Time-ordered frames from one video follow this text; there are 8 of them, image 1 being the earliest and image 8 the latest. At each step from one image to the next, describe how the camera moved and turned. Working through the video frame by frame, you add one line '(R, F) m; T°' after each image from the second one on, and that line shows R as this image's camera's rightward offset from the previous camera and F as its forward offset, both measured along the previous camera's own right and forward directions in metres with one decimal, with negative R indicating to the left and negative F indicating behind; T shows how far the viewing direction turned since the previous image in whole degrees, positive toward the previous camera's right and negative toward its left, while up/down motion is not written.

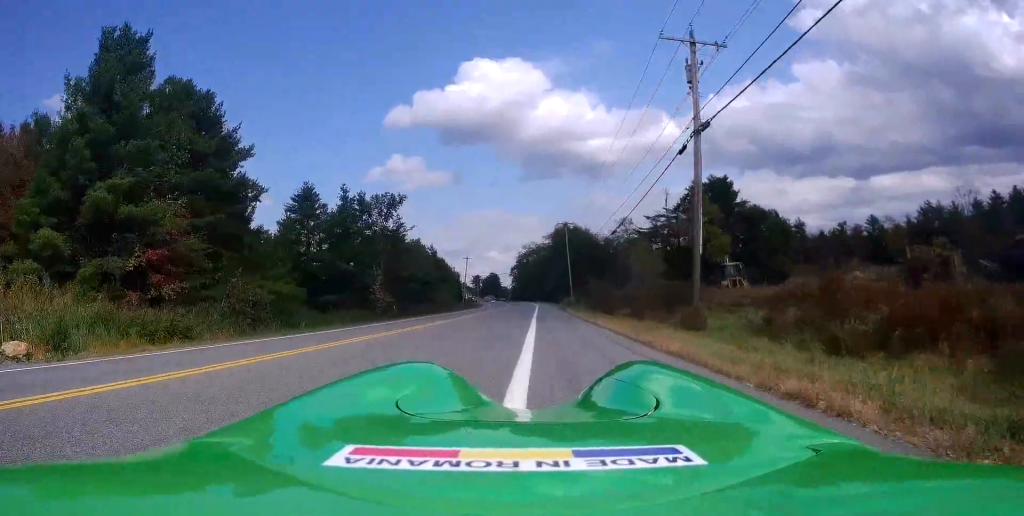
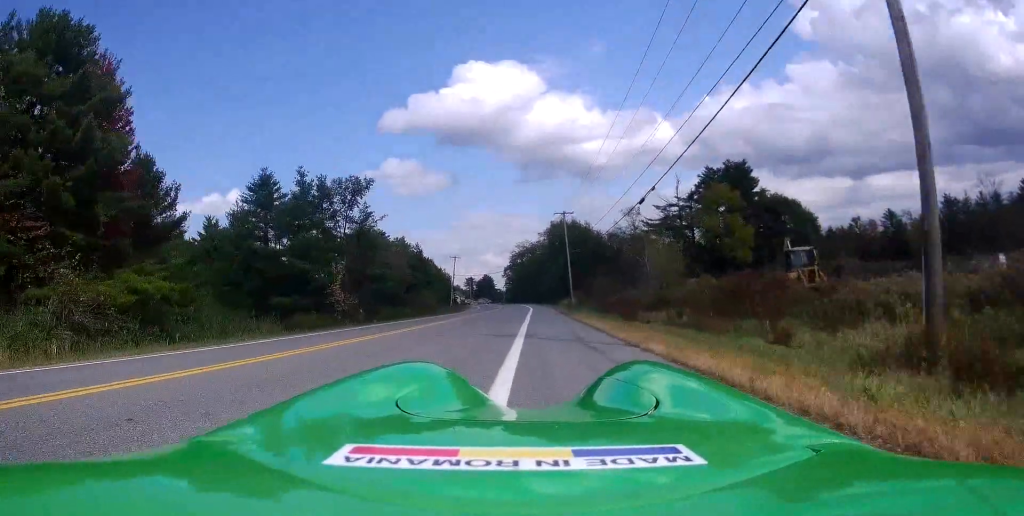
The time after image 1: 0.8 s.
(-0.5, +12.1) m; 0°
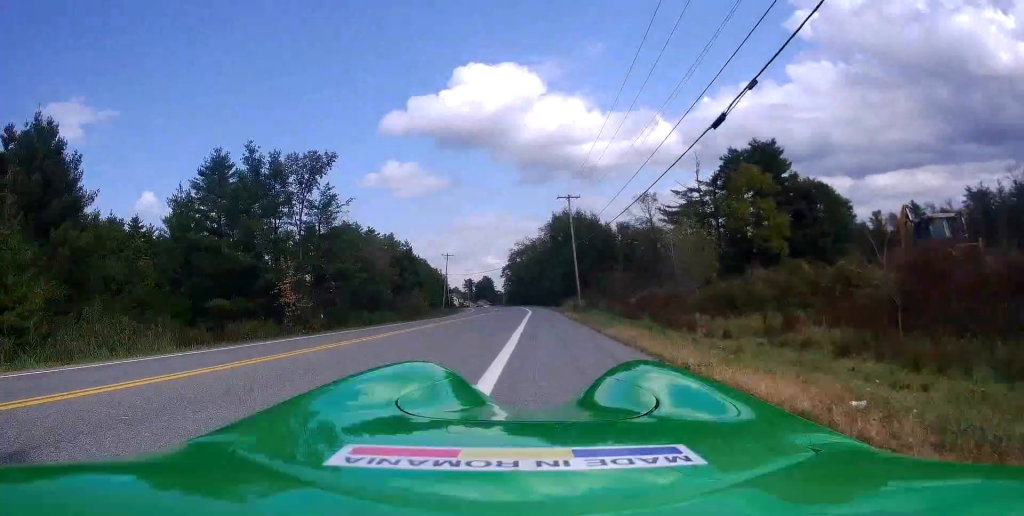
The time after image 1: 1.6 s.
(+0.2, +11.5) m; +1°
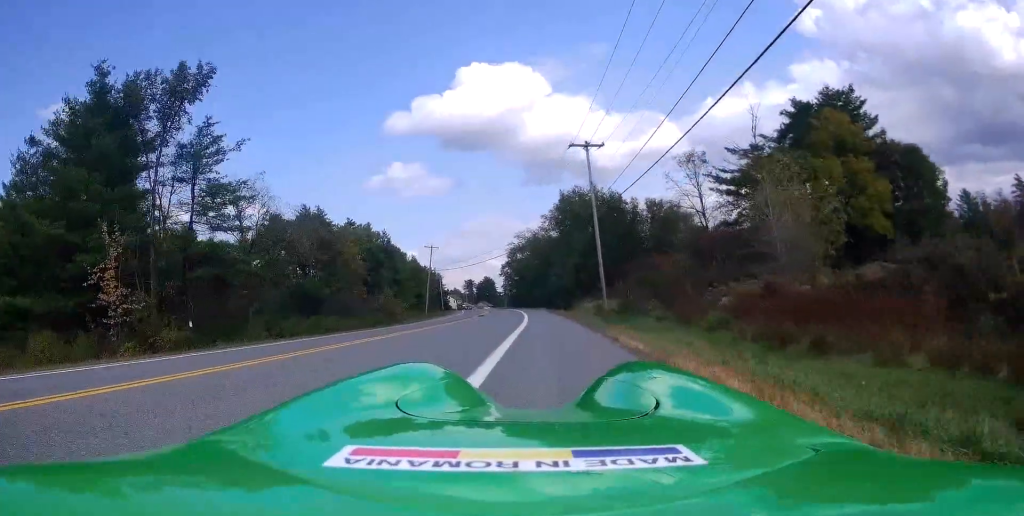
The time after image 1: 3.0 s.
(+0.4, +20.5) m; 0°
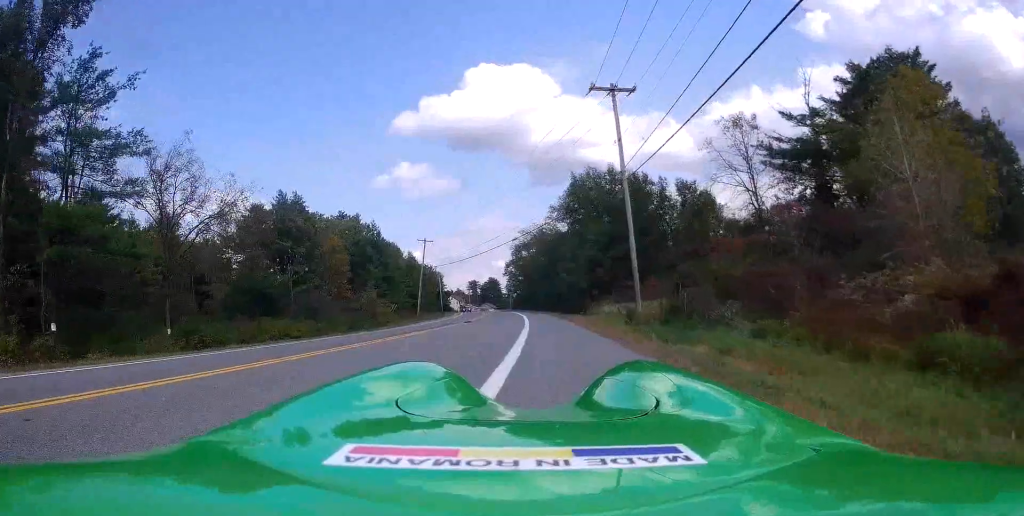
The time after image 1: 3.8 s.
(-0.2, +11.3) m; -1°
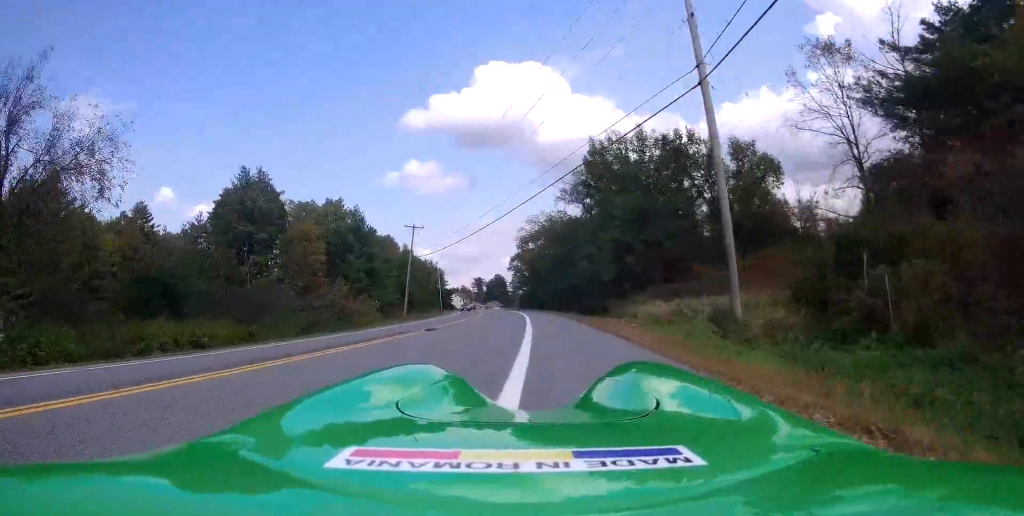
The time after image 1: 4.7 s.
(-0.1, +12.4) m; 0°
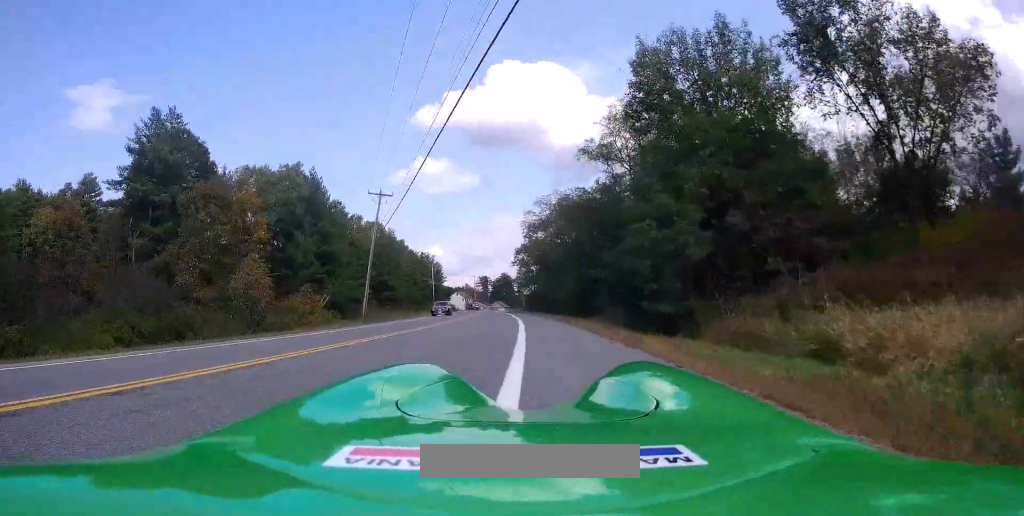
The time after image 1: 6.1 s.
(+0.3, +19.4) m; 0°
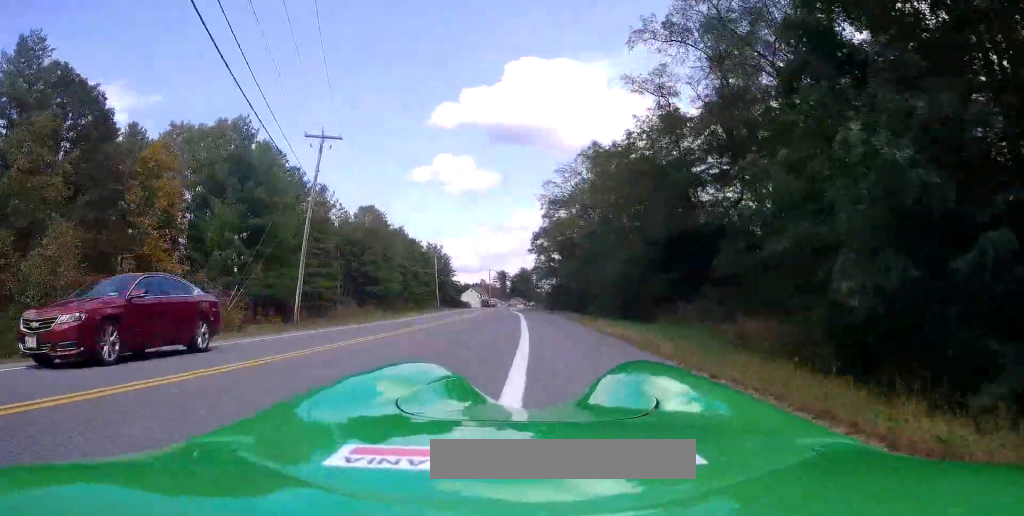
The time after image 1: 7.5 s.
(-0.6, +20.2) m; -2°
